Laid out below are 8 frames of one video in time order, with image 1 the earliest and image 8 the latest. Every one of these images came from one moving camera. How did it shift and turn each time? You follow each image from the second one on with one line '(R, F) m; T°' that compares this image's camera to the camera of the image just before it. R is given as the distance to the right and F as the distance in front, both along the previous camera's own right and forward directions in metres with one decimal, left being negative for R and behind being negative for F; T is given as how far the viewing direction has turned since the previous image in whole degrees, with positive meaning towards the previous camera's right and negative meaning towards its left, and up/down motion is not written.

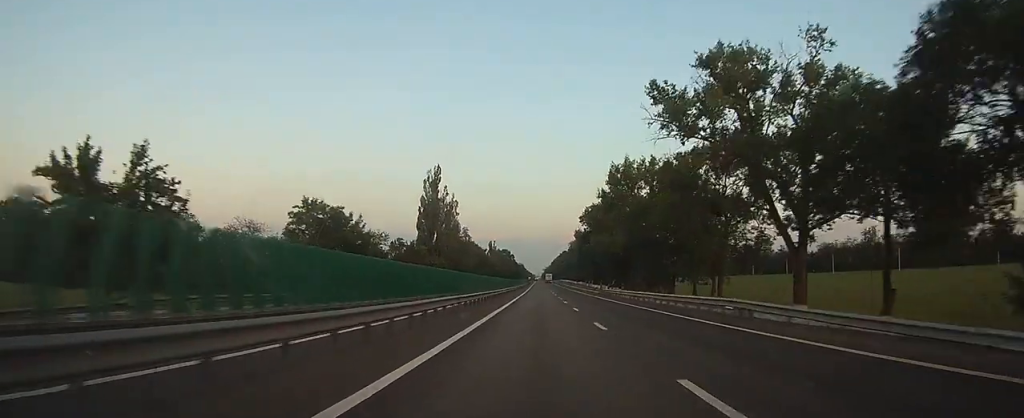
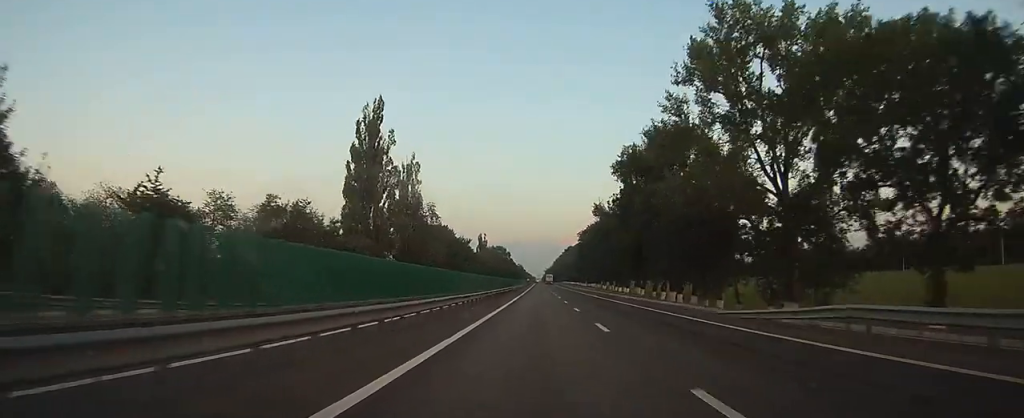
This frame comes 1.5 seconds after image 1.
(0.0, +48.8) m; 0°
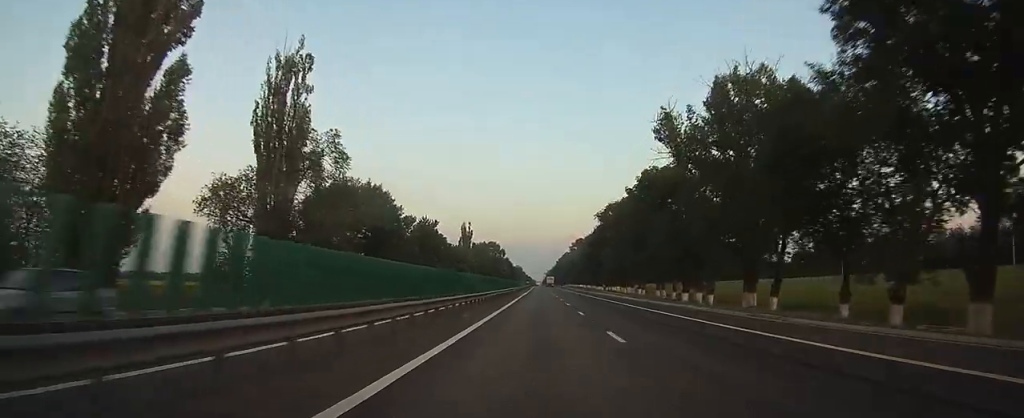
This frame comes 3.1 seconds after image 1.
(0.0, +51.0) m; 0°
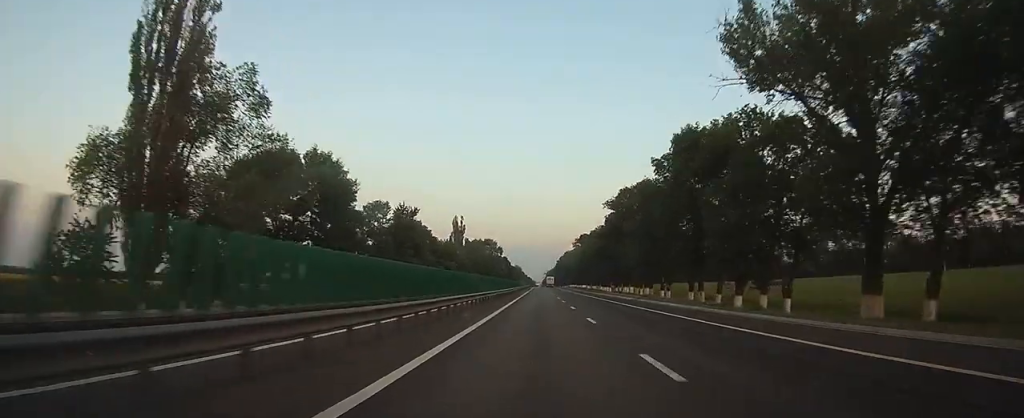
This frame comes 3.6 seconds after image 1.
(0.0, +17.3) m; 0°
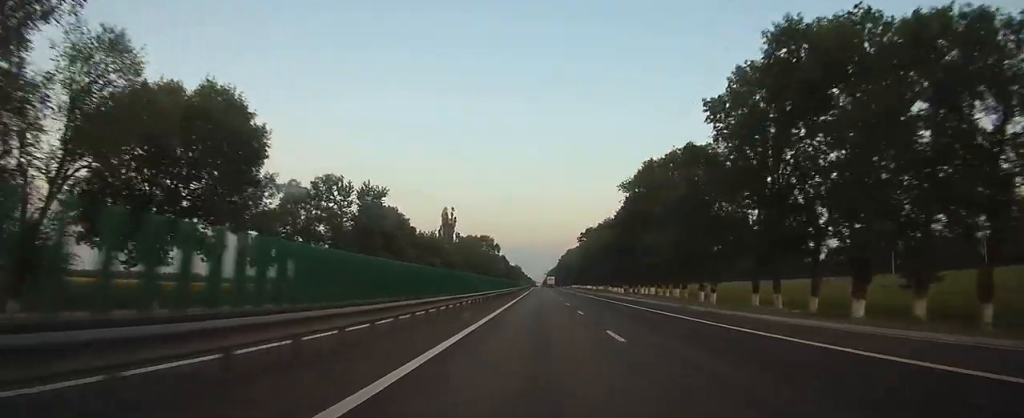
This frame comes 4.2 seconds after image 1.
(0.0, +18.5) m; 0°
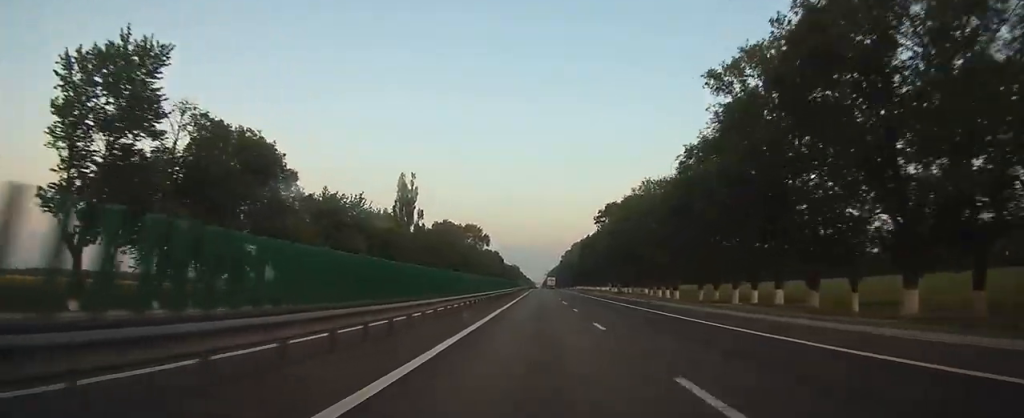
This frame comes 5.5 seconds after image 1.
(0.0, +44.5) m; 0°
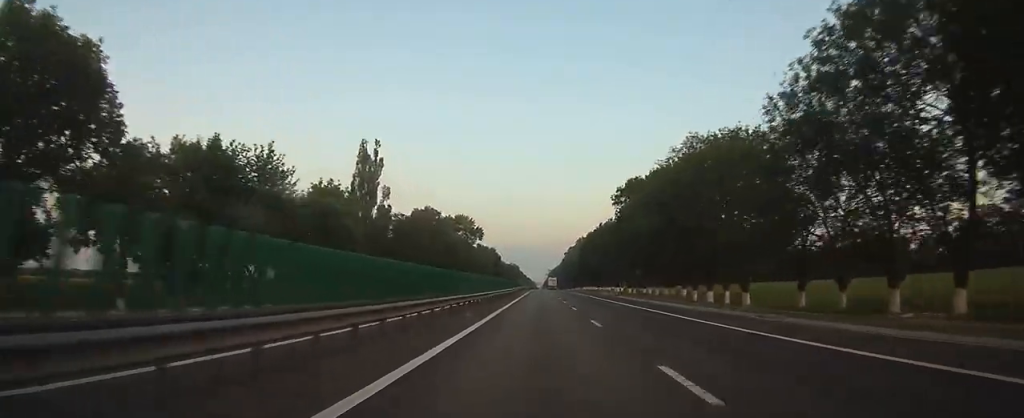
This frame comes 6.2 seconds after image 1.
(0.0, +22.7) m; 0°
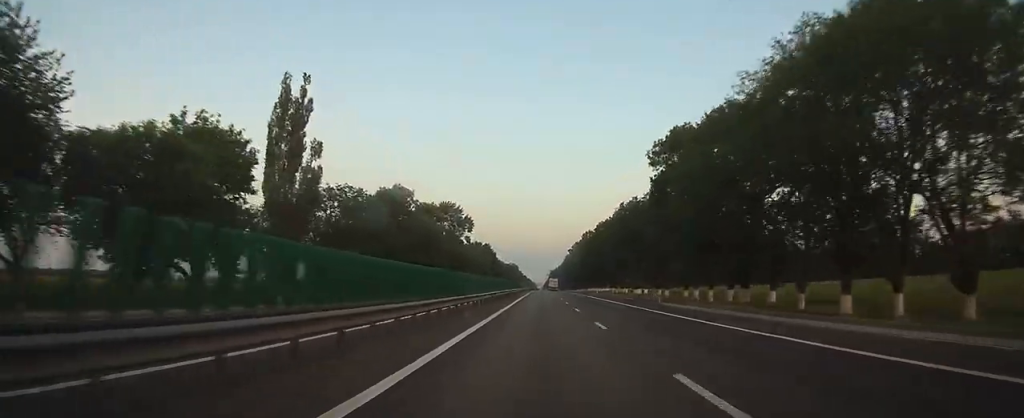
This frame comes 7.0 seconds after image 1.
(0.0, +25.0) m; 0°
